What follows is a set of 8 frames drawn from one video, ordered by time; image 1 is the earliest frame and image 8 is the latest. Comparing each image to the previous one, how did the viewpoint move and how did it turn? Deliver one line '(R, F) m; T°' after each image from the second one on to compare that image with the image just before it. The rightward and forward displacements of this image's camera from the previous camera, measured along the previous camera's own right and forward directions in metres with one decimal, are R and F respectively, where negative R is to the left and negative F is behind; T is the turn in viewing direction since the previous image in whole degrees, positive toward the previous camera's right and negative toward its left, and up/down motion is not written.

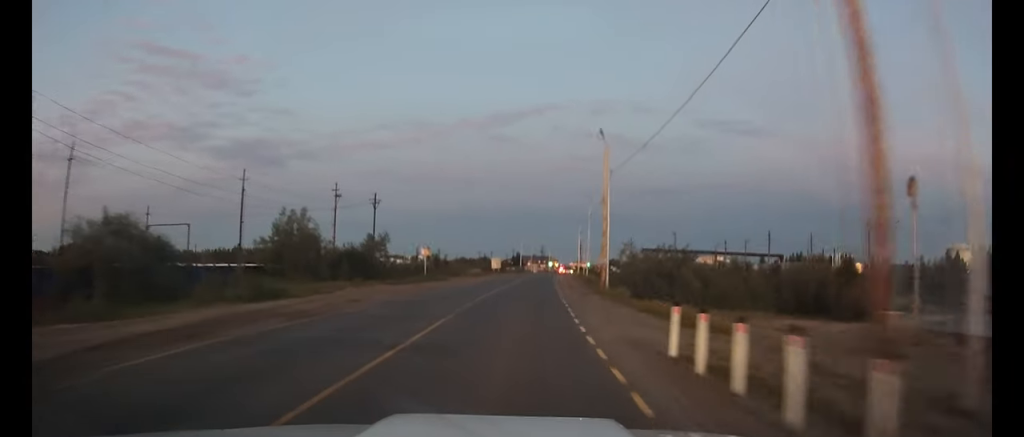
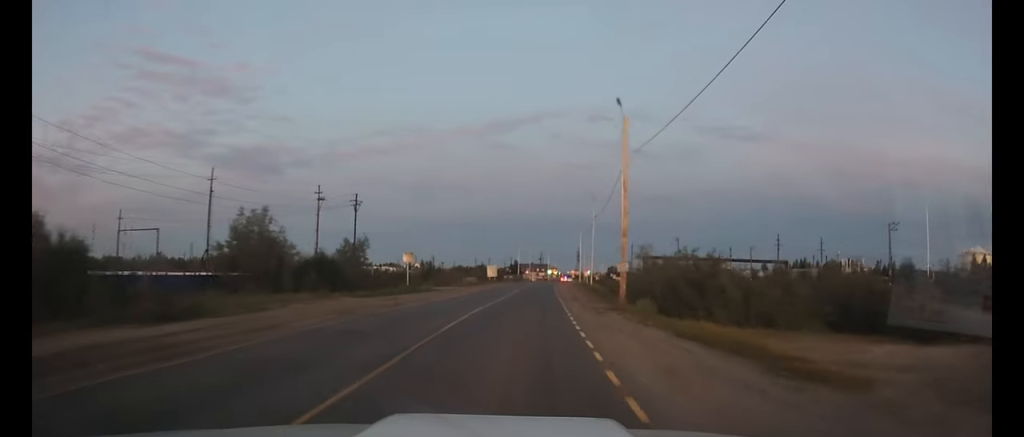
(0.0, +7.3) m; 0°
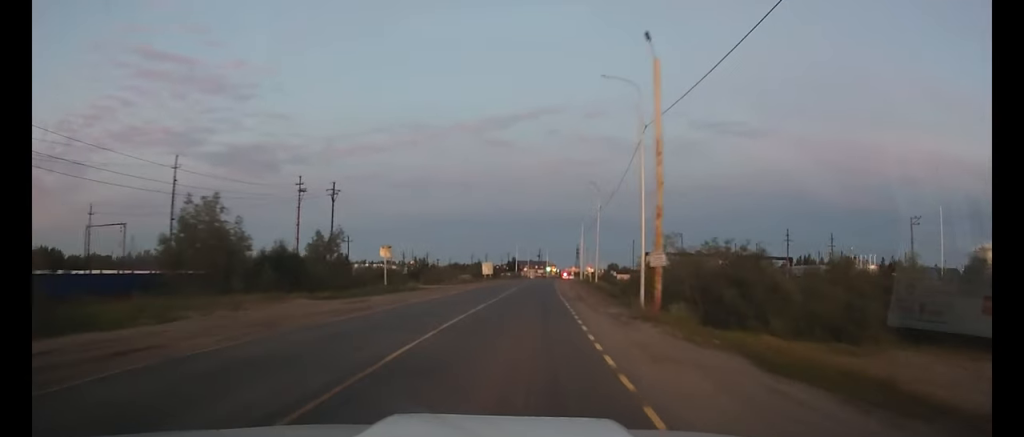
(0.0, +6.9) m; 0°
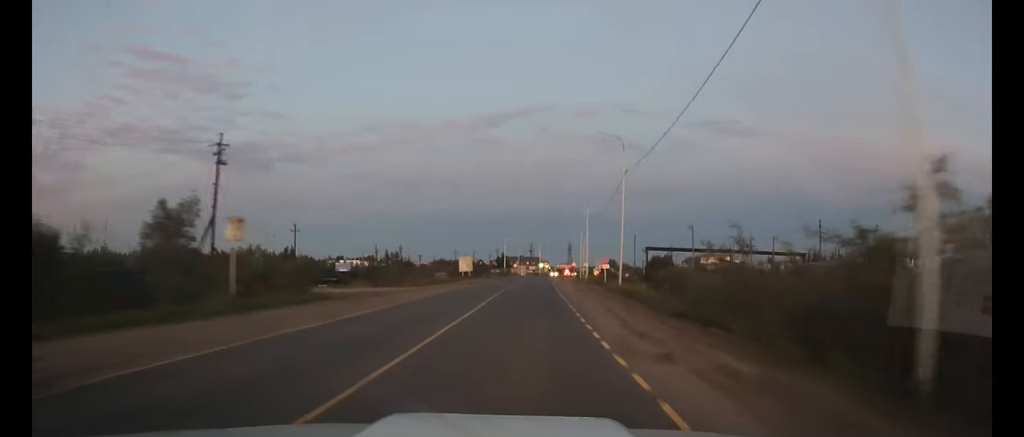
(+0.2, +21.3) m; +1°
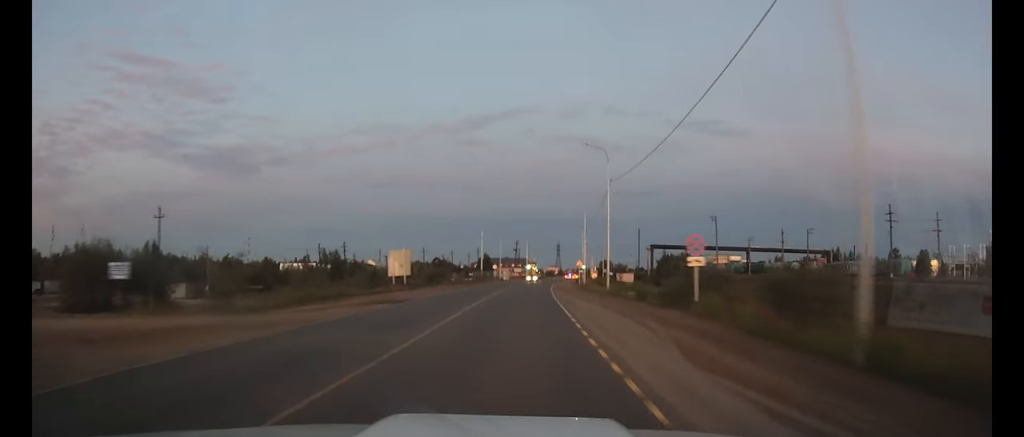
(+0.4, +31.6) m; +1°
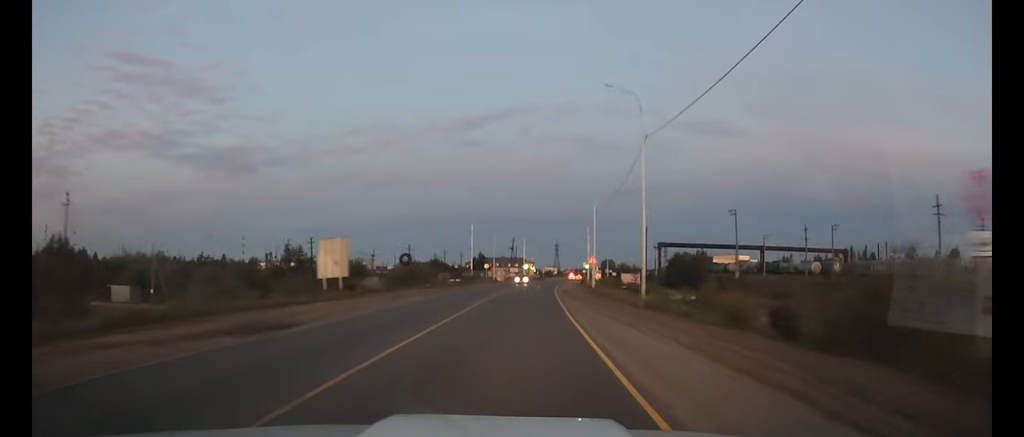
(0.0, +14.4) m; 0°
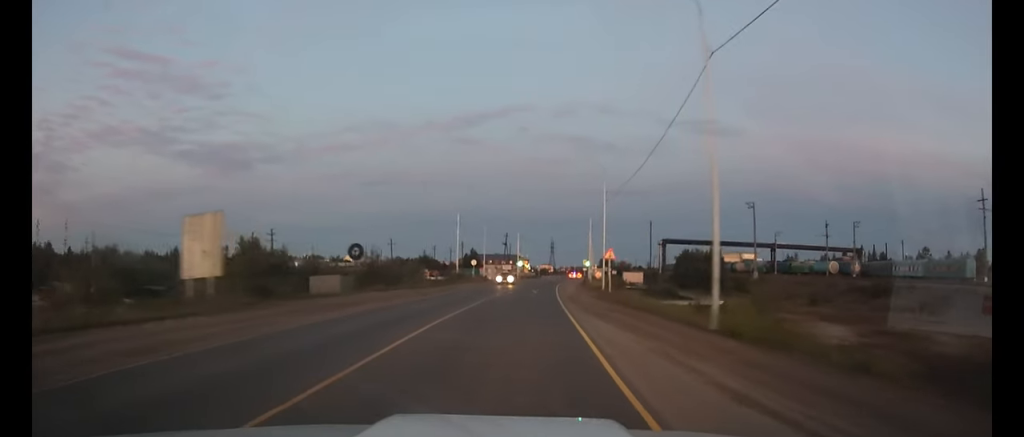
(+0.1, +12.4) m; 0°
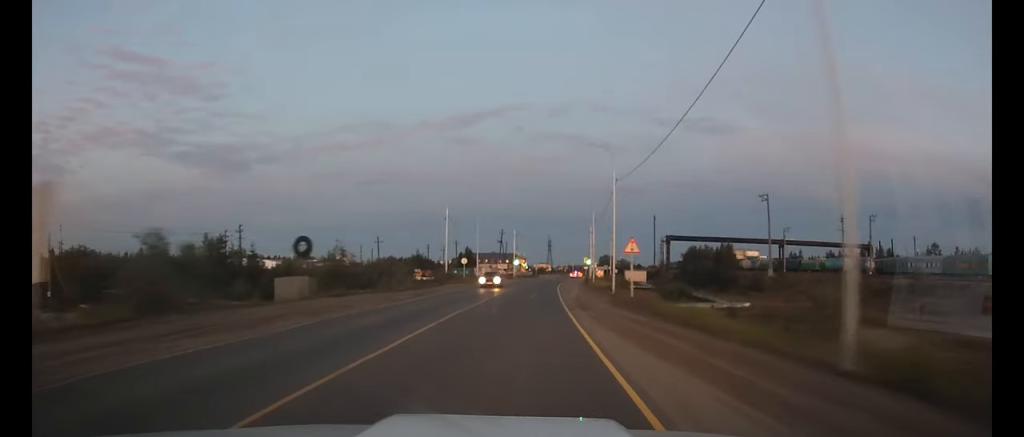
(0.0, +8.1) m; 0°
